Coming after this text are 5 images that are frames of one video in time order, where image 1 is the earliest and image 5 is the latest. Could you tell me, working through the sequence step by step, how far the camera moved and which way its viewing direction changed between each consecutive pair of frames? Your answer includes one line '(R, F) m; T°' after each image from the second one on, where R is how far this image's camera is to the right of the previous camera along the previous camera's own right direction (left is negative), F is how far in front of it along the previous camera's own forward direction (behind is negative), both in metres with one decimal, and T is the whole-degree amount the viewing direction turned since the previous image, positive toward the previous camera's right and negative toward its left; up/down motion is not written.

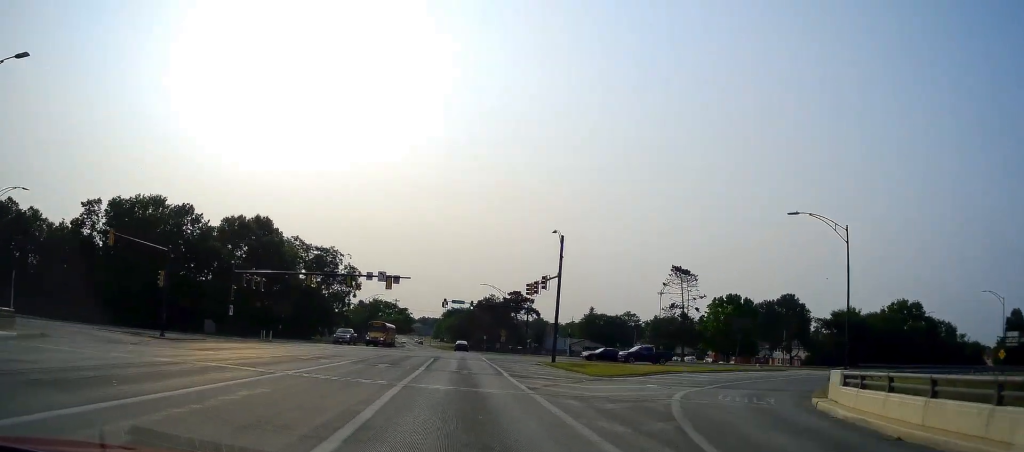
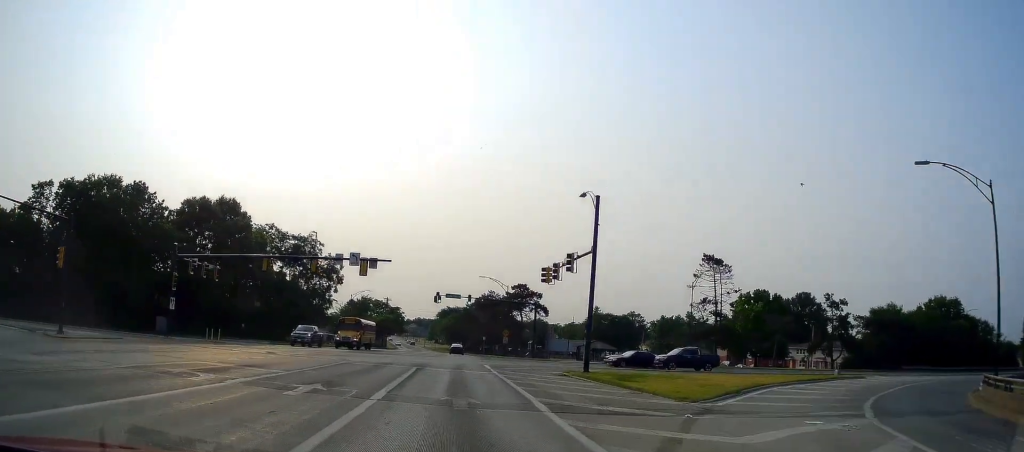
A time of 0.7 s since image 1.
(+0.1, +12.1) m; 0°
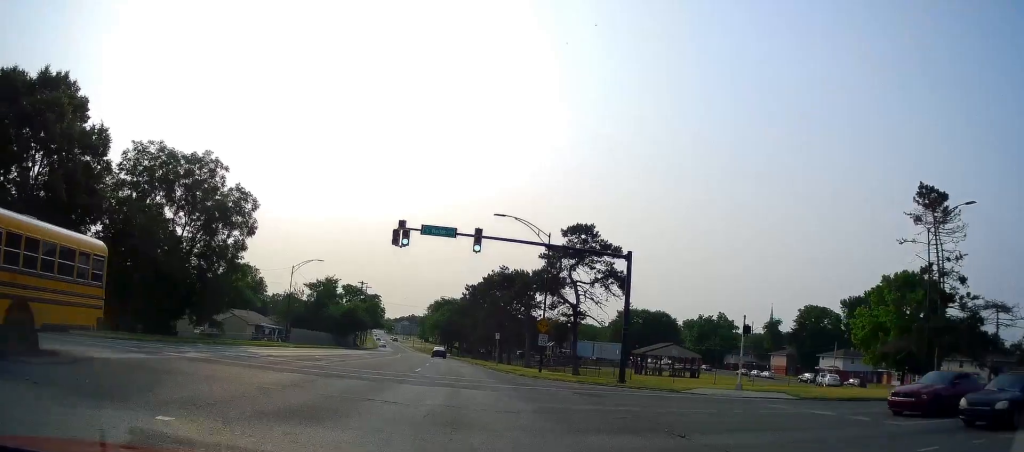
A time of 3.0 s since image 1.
(+0.8, +37.2) m; +3°
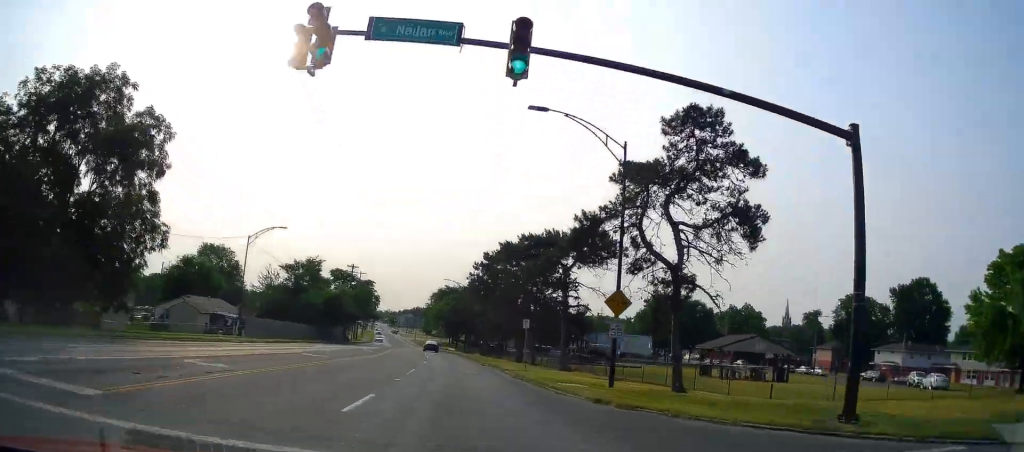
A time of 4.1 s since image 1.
(-0.2, +17.3) m; -2°
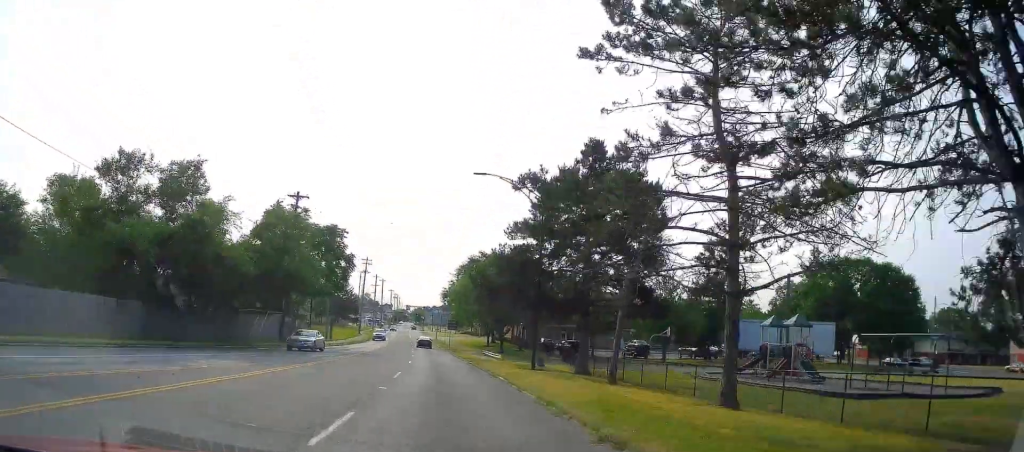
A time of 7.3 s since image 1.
(-0.5, +52.0) m; -2°
